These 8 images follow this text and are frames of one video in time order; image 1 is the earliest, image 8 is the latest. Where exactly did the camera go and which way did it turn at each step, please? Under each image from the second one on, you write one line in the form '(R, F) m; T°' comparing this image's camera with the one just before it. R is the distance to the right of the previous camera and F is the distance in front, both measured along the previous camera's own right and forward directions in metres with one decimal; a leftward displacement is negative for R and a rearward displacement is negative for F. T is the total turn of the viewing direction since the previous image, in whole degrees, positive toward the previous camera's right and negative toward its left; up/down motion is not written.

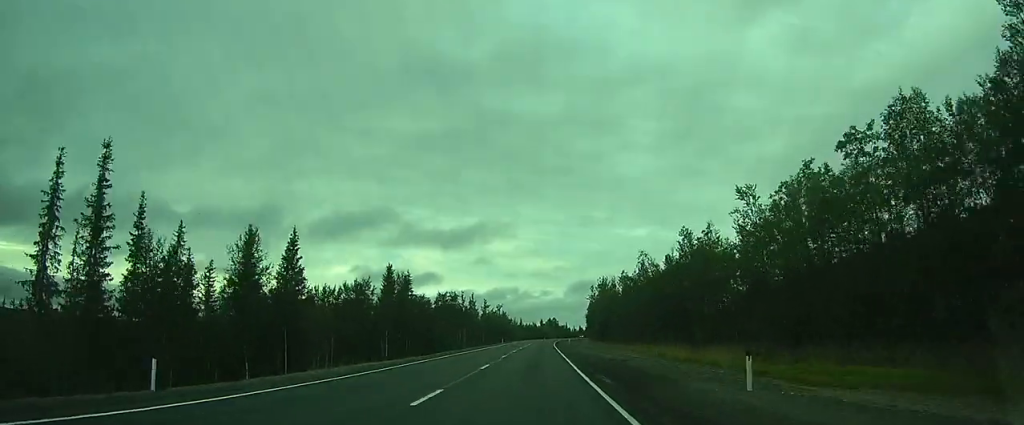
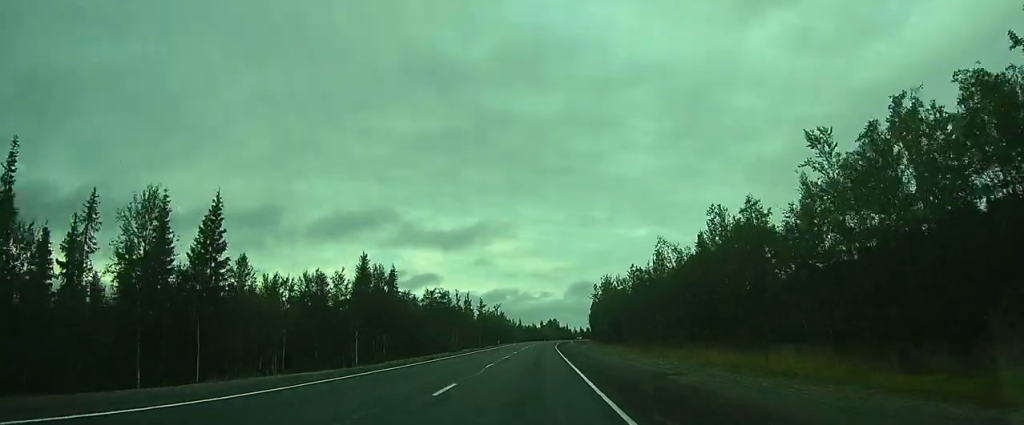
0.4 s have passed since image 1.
(+0.8, +7.4) m; +1°
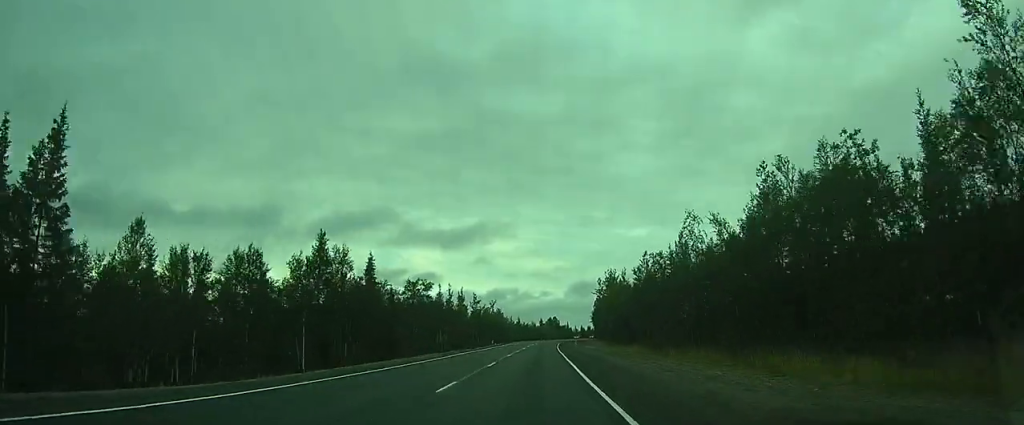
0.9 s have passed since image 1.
(+0.8, +8.5) m; +1°
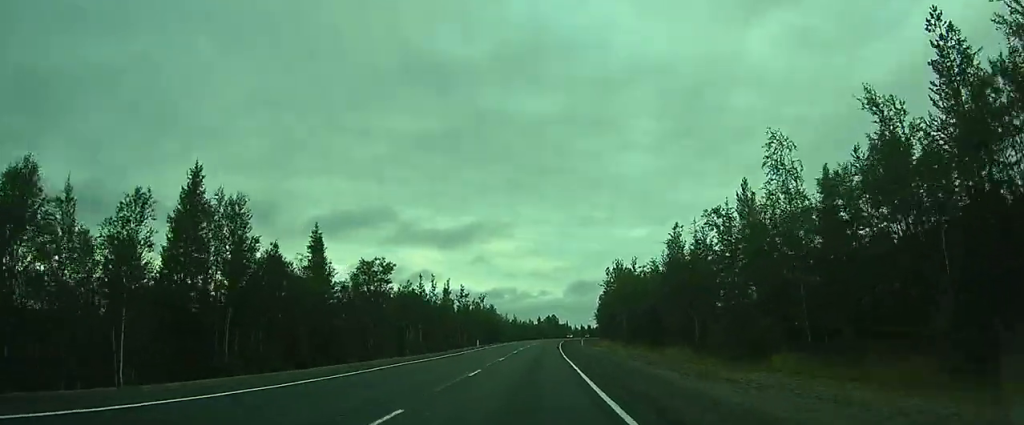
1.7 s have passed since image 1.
(-0.7, +15.6) m; -2°
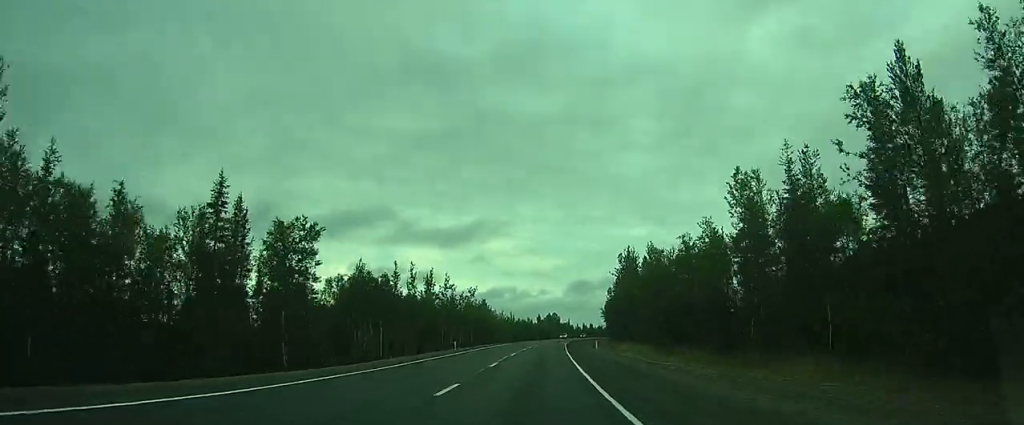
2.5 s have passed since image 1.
(-0.2, +15.7) m; -1°
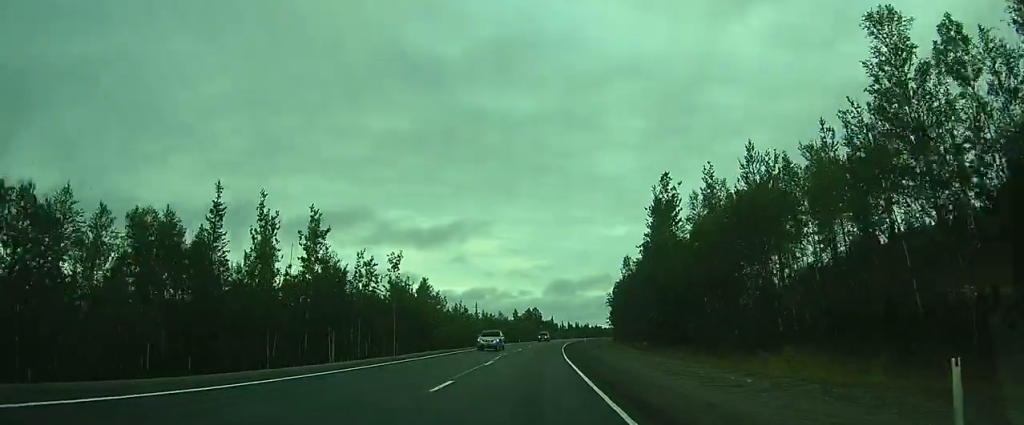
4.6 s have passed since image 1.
(+0.4, +39.4) m; +2°
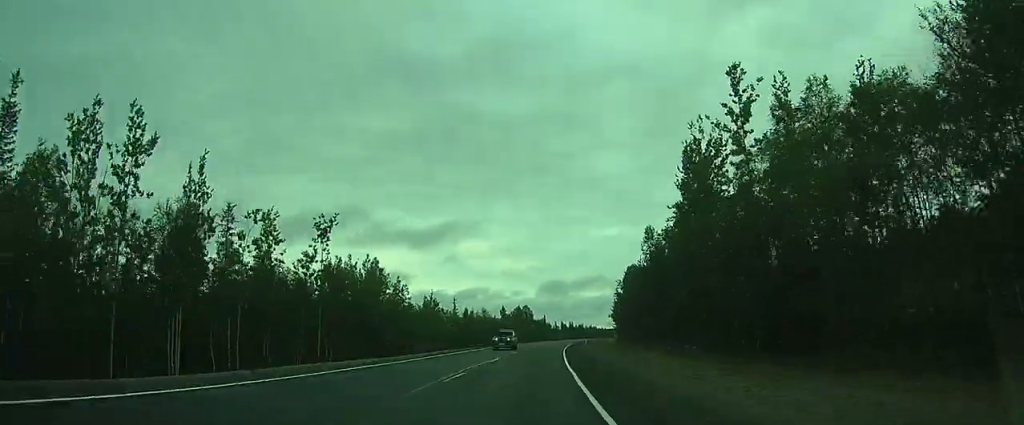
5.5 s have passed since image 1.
(+0.1, +16.7) m; +1°
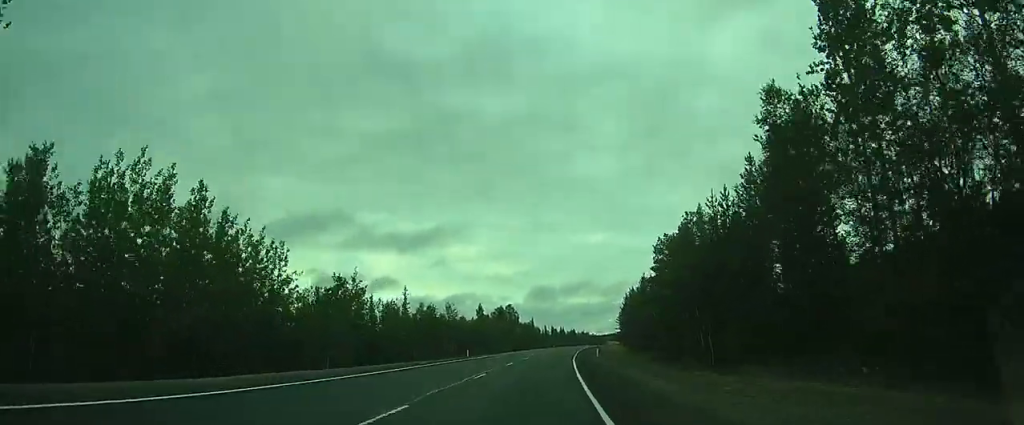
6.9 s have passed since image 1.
(+0.1, +27.8) m; +1°
